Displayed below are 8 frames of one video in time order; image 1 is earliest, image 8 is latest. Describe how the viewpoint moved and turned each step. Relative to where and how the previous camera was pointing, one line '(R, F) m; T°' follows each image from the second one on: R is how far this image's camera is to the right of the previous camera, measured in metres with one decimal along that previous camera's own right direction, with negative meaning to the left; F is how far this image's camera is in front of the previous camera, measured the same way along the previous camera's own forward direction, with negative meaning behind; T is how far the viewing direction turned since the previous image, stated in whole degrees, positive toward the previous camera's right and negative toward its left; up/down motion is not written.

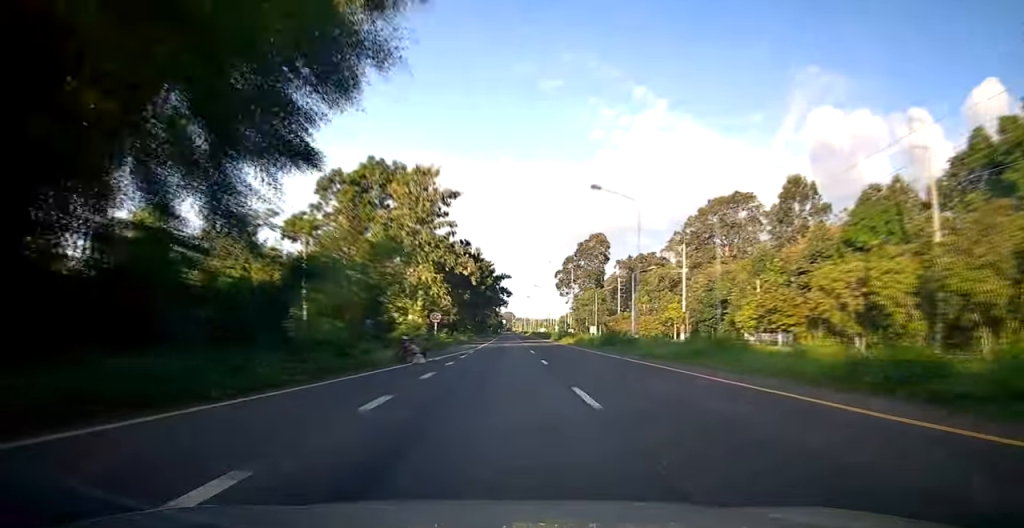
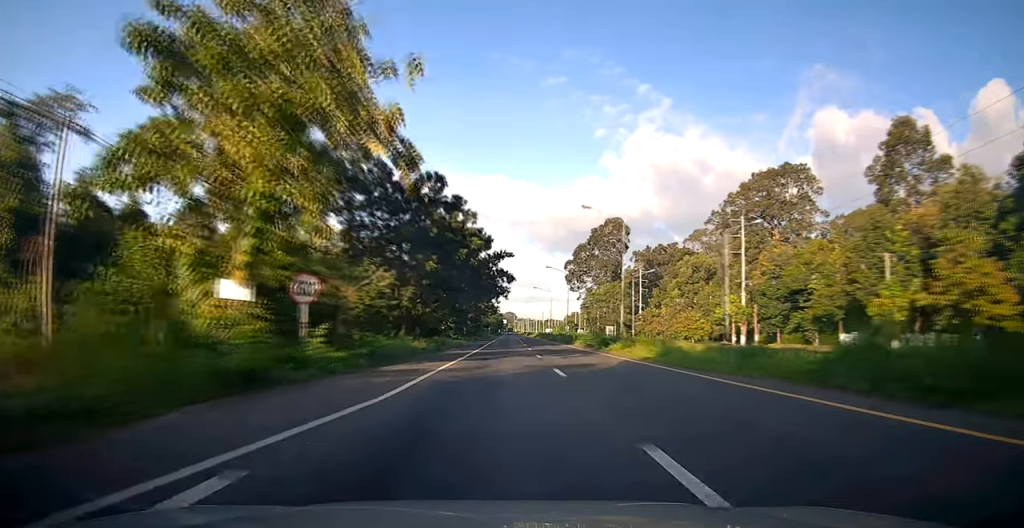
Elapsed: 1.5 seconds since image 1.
(-0.2, +30.1) m; 0°
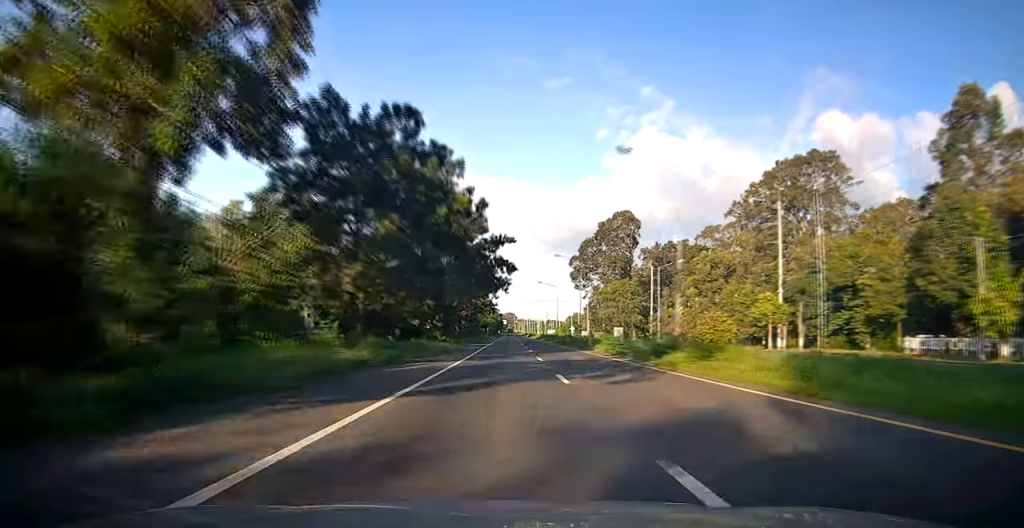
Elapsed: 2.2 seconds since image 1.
(0.0, +12.7) m; 0°
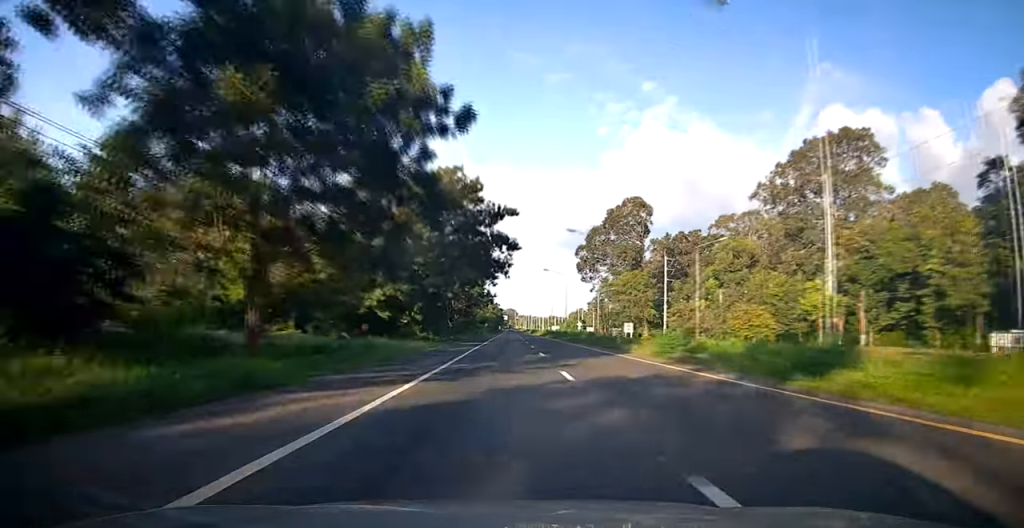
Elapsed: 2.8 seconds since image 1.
(0.0, +12.7) m; 0°
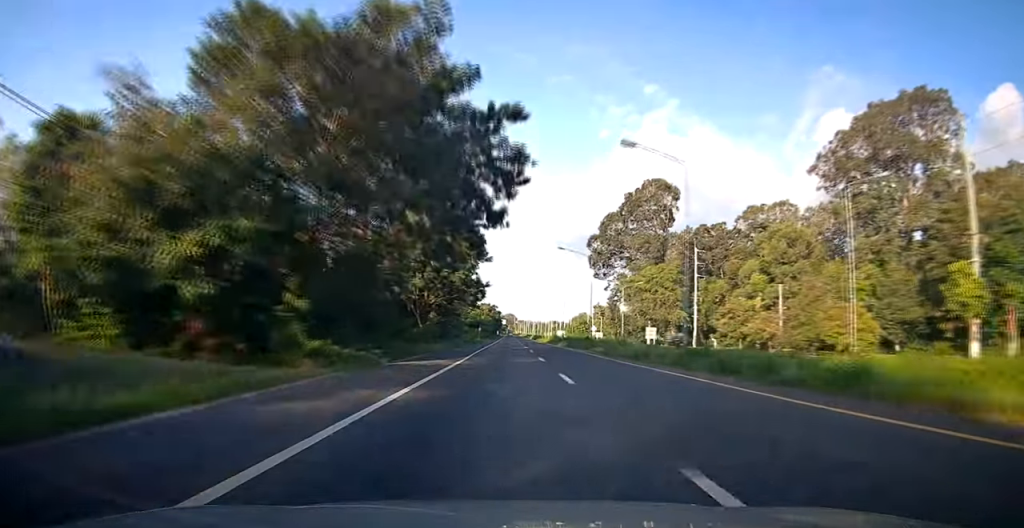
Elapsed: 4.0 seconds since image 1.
(+0.1, +23.9) m; 0°
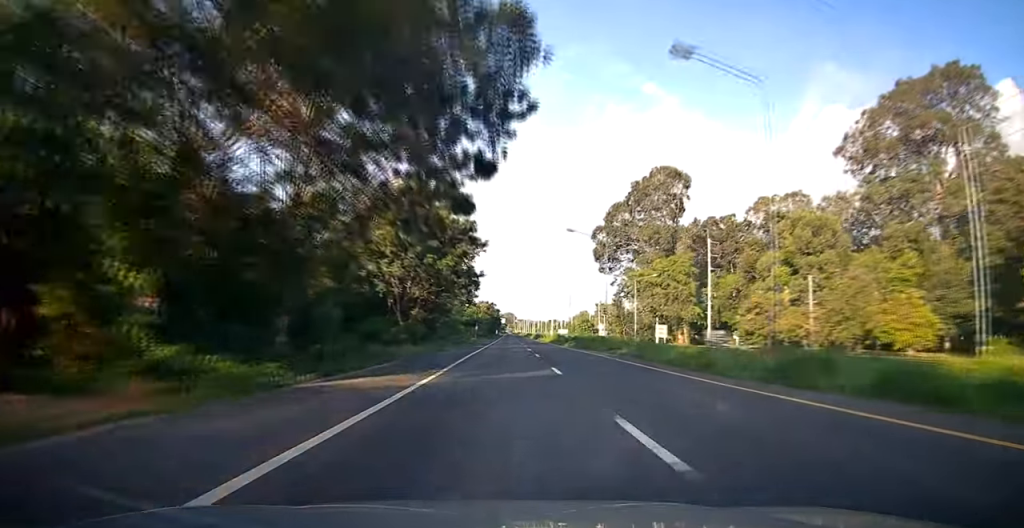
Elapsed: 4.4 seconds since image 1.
(-0.1, +8.6) m; 0°
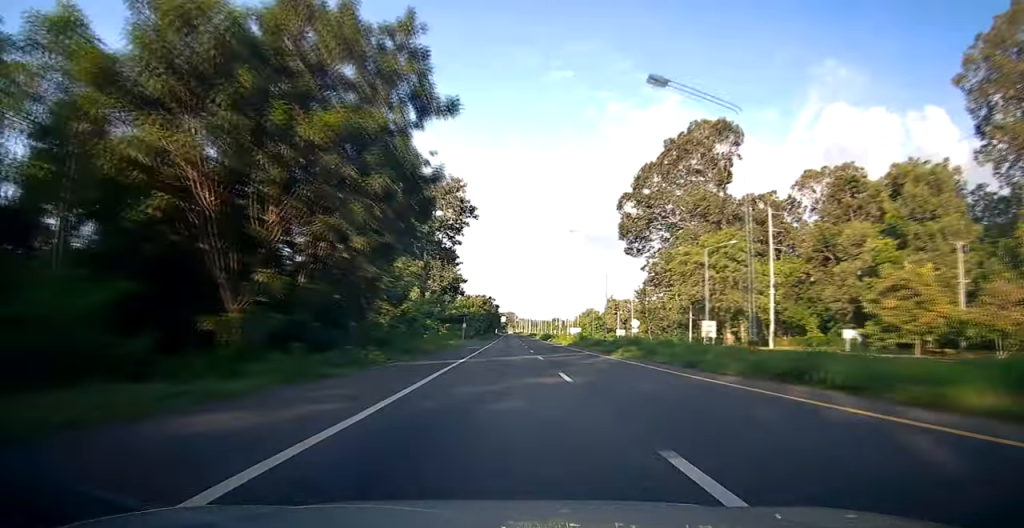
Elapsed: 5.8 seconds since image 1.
(0.0, +26.6) m; 0°
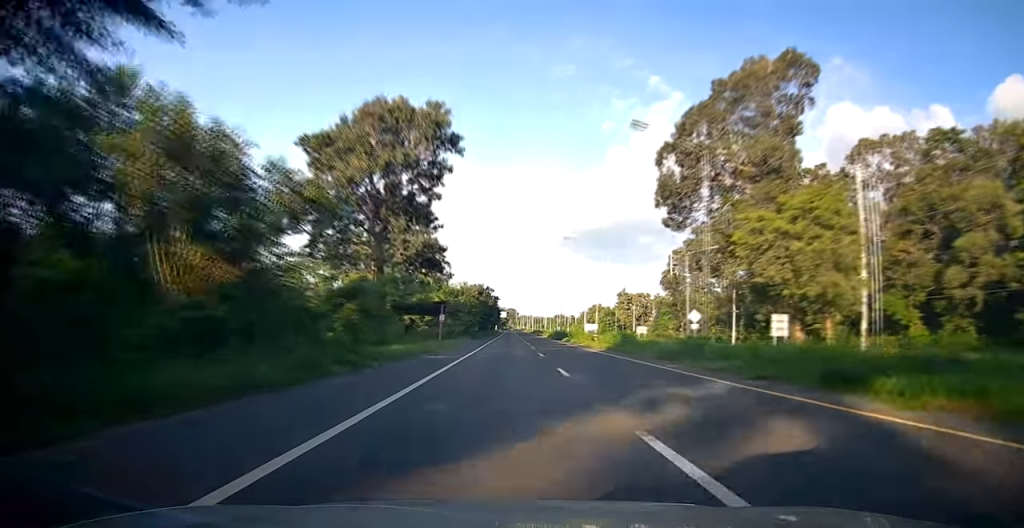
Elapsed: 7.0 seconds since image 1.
(0.0, +22.6) m; 0°
